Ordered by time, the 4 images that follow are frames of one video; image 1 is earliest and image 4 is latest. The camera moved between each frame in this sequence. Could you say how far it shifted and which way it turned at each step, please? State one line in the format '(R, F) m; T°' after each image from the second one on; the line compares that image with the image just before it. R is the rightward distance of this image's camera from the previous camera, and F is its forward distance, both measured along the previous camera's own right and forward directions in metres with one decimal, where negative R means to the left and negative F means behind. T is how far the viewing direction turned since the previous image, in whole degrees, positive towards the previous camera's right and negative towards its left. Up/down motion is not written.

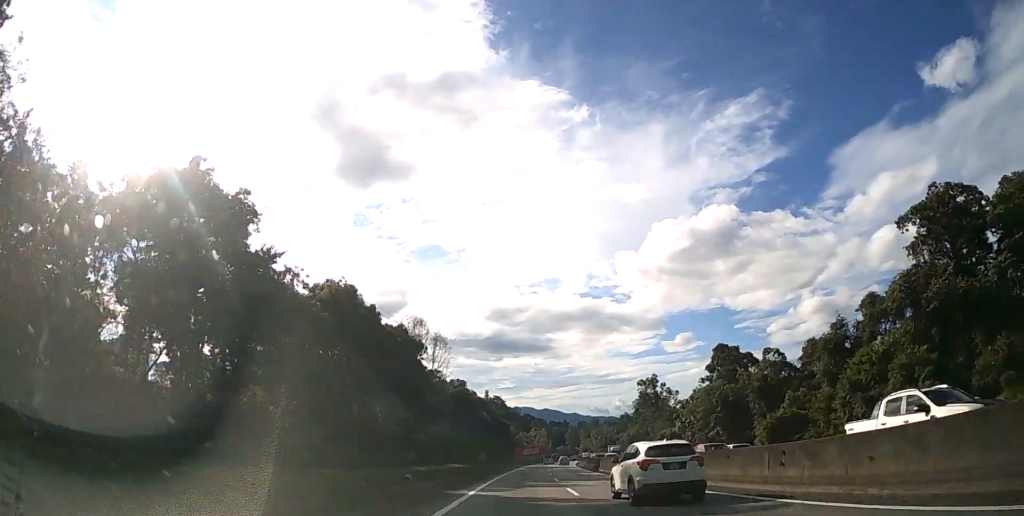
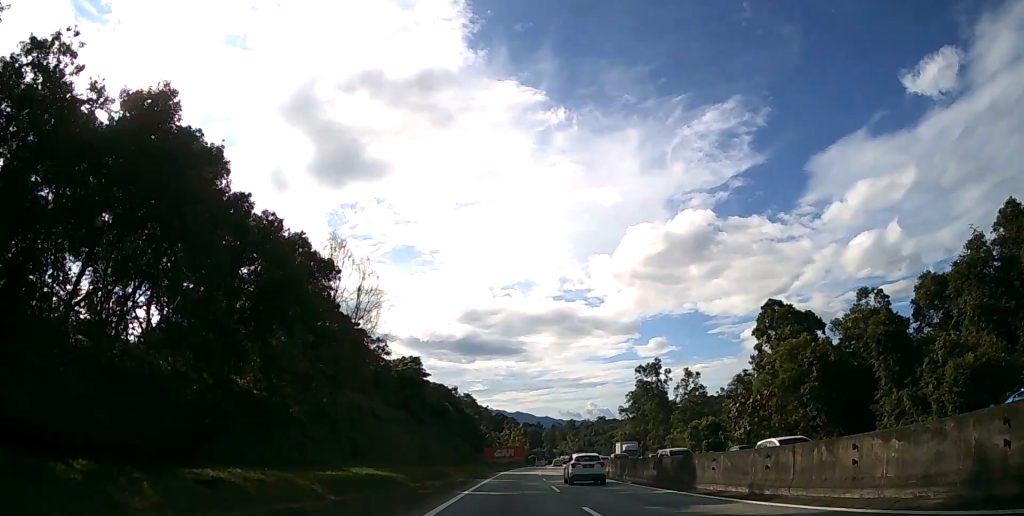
(+0.7, +32.3) m; +3°
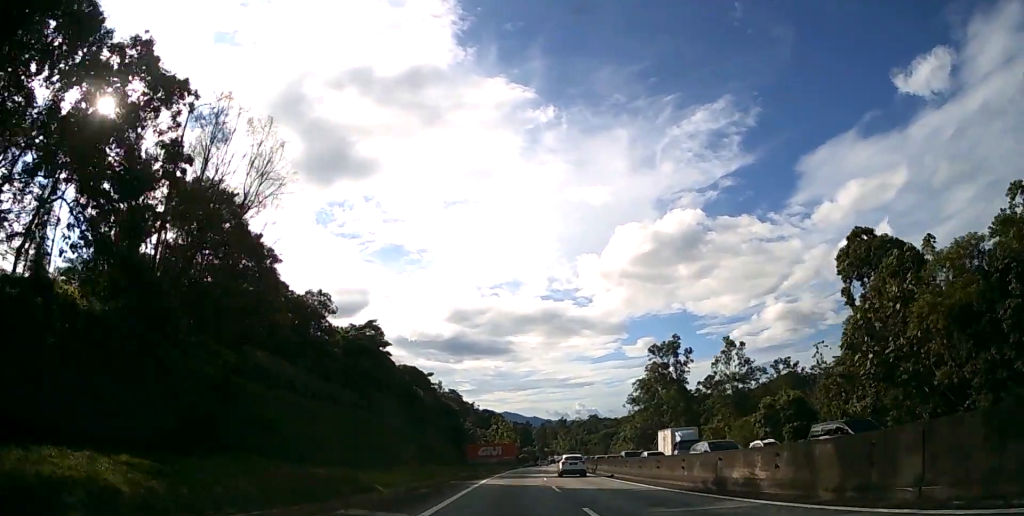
(+0.5, +25.0) m; +2°
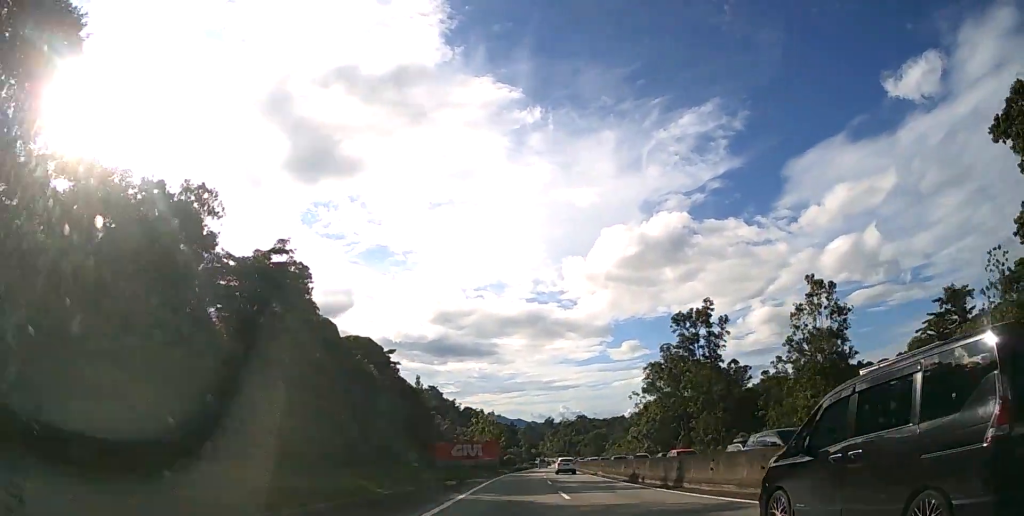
(+0.3, +27.4) m; +1°
